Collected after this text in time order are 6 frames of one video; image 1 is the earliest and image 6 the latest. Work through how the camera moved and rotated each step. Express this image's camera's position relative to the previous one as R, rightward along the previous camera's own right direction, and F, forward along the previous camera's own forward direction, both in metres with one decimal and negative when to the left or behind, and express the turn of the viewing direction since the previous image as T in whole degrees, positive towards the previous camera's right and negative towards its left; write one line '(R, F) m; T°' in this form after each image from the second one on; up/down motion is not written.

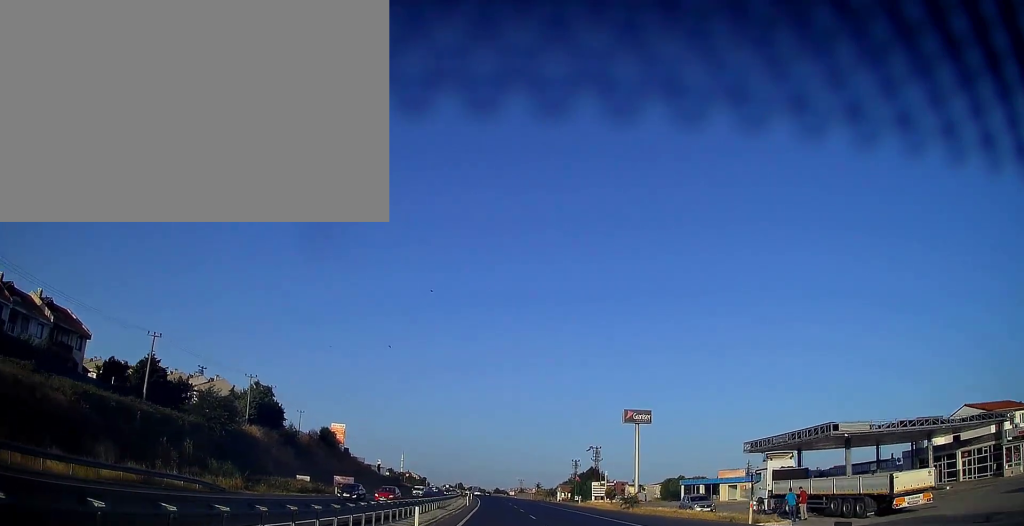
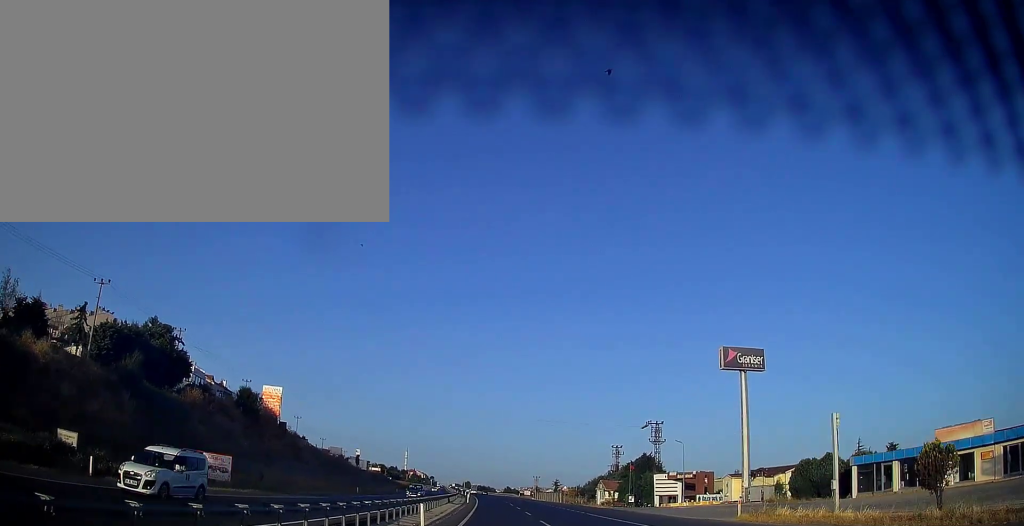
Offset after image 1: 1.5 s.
(-0.8, +43.4) m; -2°
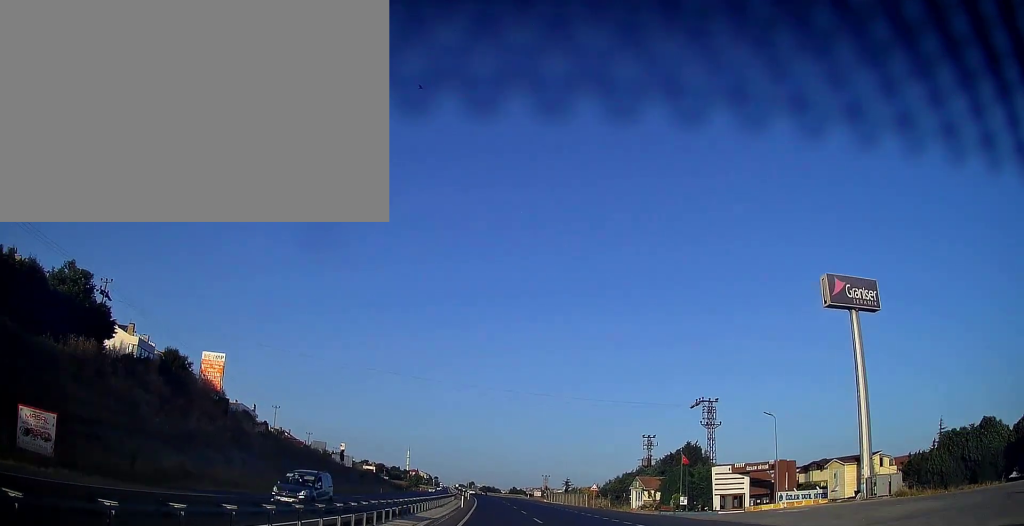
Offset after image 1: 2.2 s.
(0.0, +20.7) m; 0°
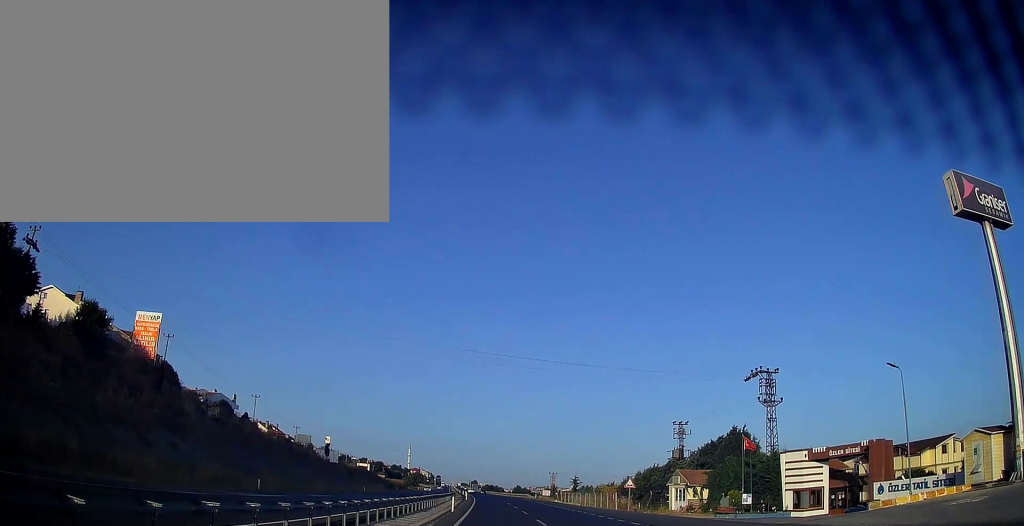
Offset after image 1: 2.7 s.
(0.0, +14.8) m; 0°
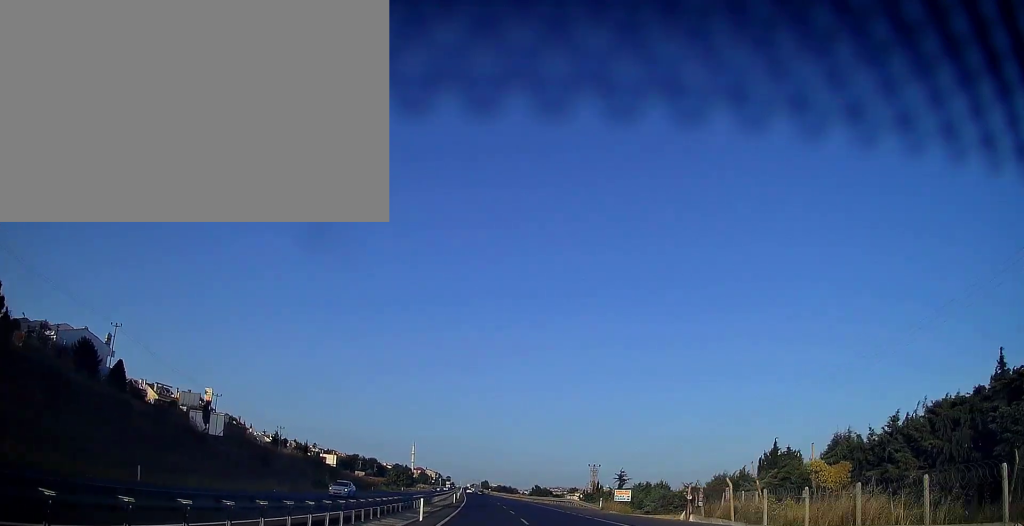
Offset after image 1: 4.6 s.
(-0.5, +58.2) m; -2°
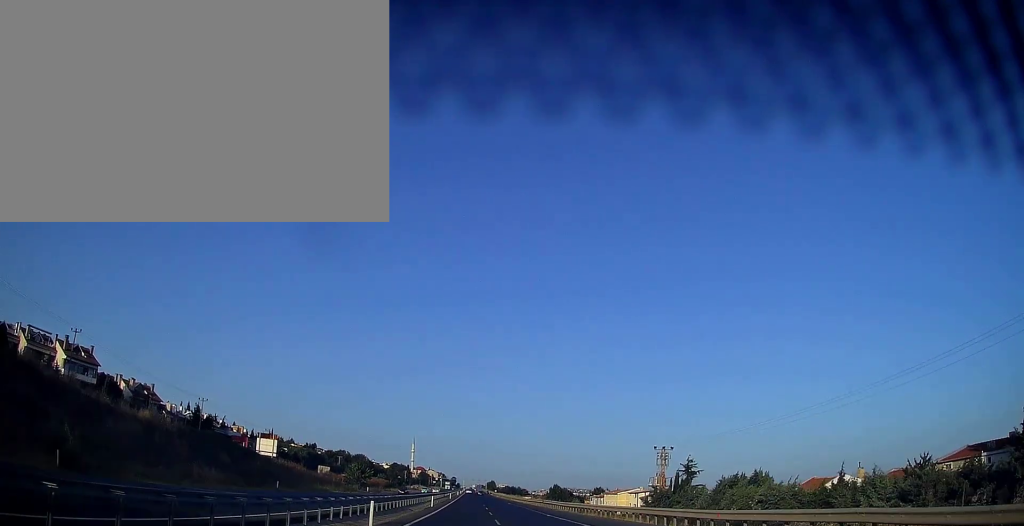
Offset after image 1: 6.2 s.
(-0.6, +47.1) m; -1°
